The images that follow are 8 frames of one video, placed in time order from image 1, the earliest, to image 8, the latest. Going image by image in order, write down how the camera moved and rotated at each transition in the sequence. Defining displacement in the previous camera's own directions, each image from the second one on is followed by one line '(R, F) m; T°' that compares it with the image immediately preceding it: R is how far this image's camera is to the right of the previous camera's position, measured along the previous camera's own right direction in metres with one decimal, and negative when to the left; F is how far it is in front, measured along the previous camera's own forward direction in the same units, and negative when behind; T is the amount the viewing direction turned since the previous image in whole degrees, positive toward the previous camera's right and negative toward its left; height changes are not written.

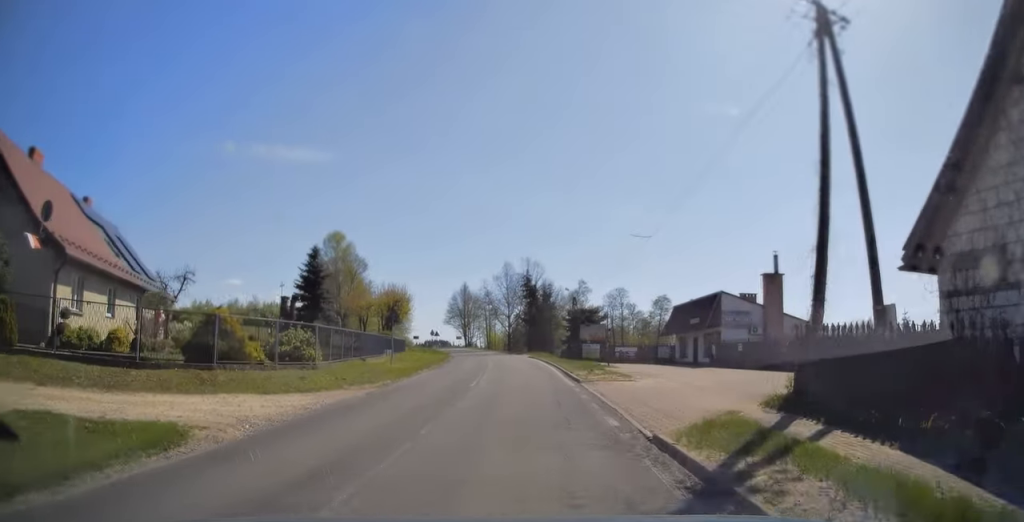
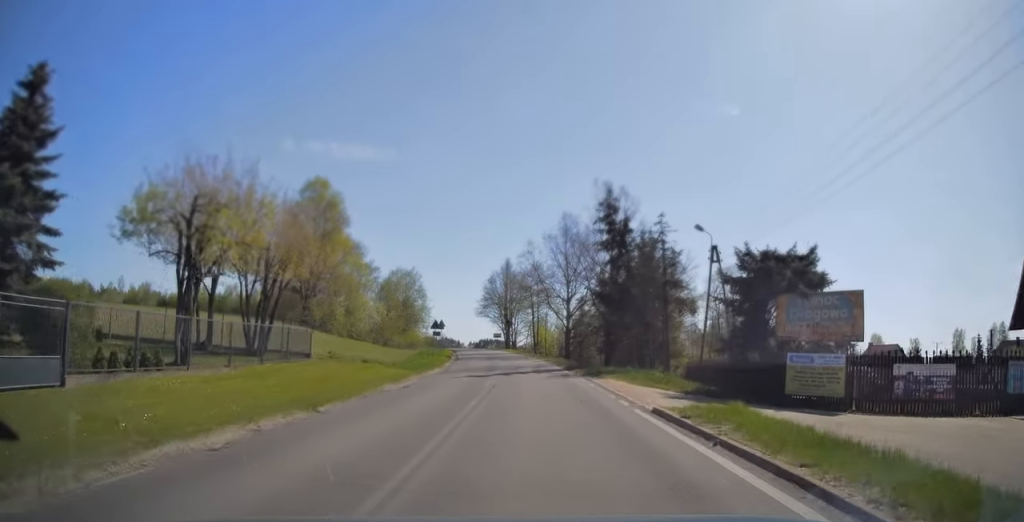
(-2.0, +37.2) m; -6°
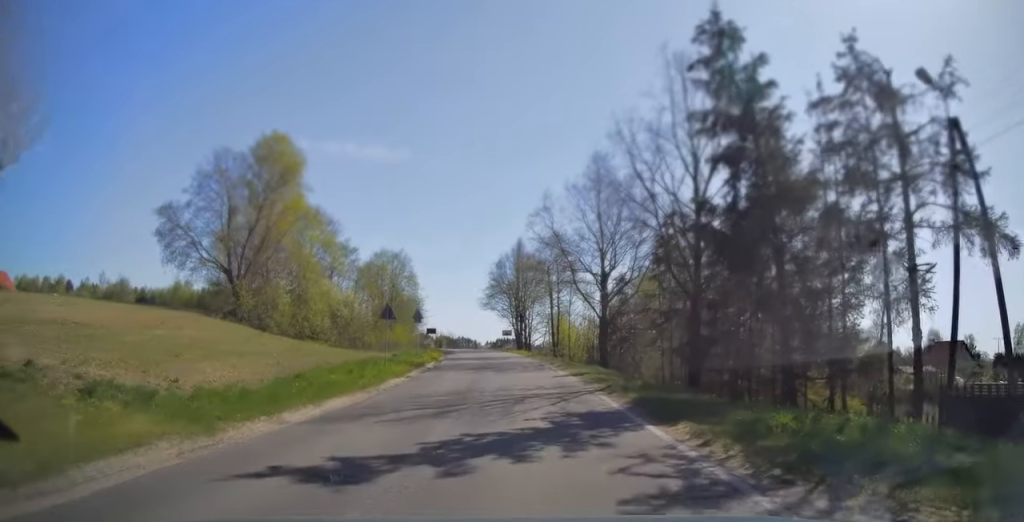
(-0.3, +18.4) m; -2°
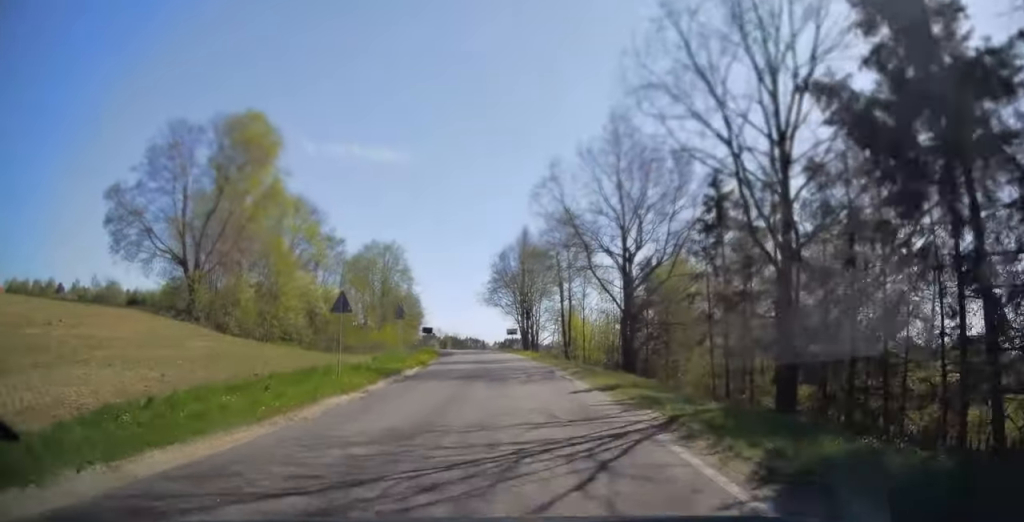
(0.0, +7.3) m; -1°
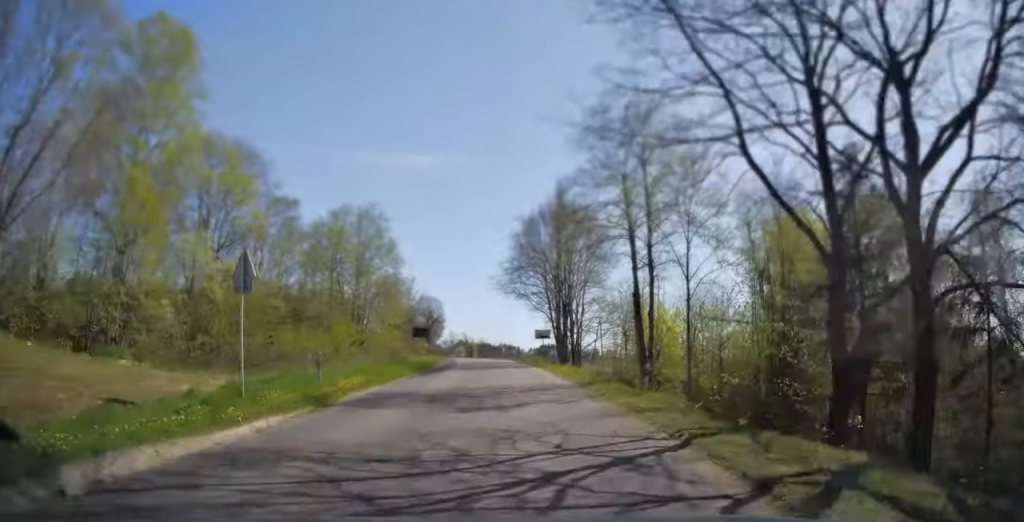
(-0.6, +20.8) m; -3°
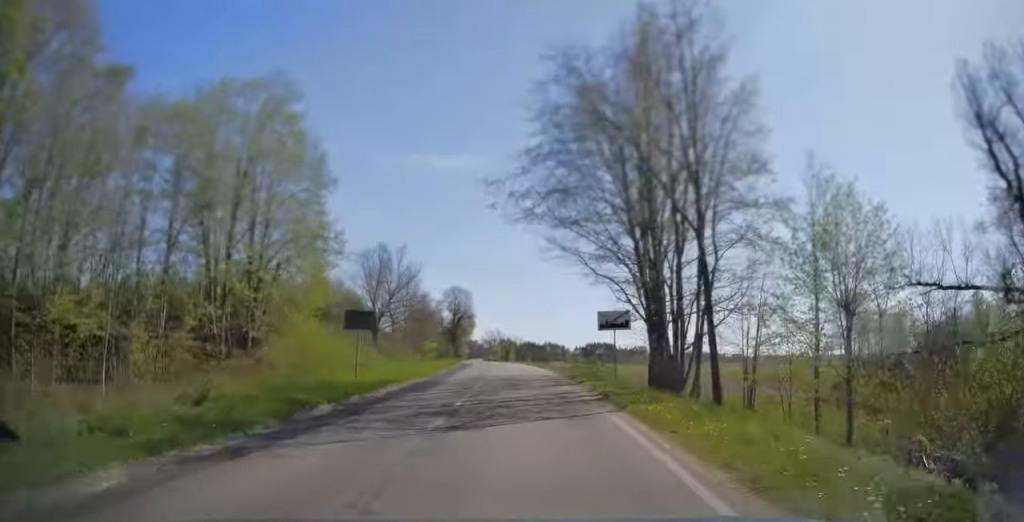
(-0.9, +24.9) m; -4°
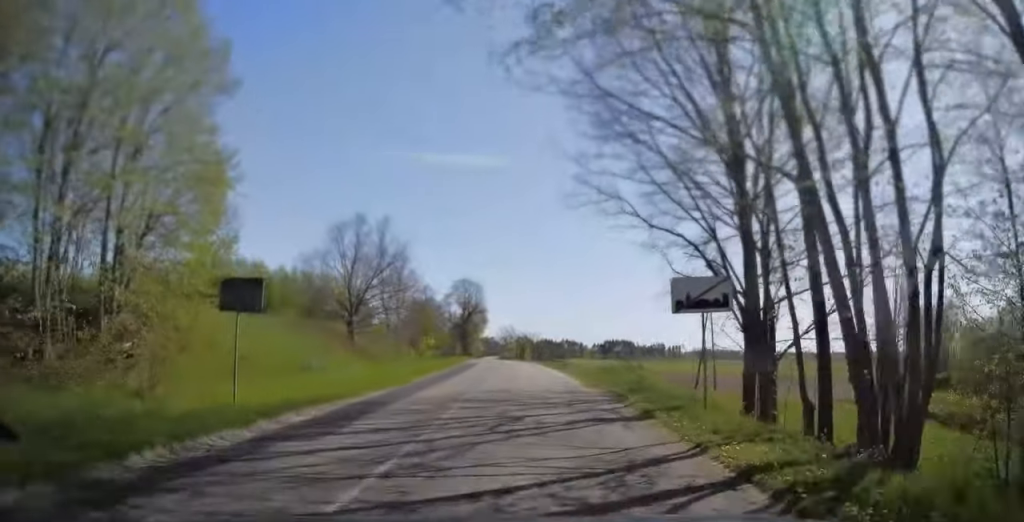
(-0.1, +10.4) m; -1°
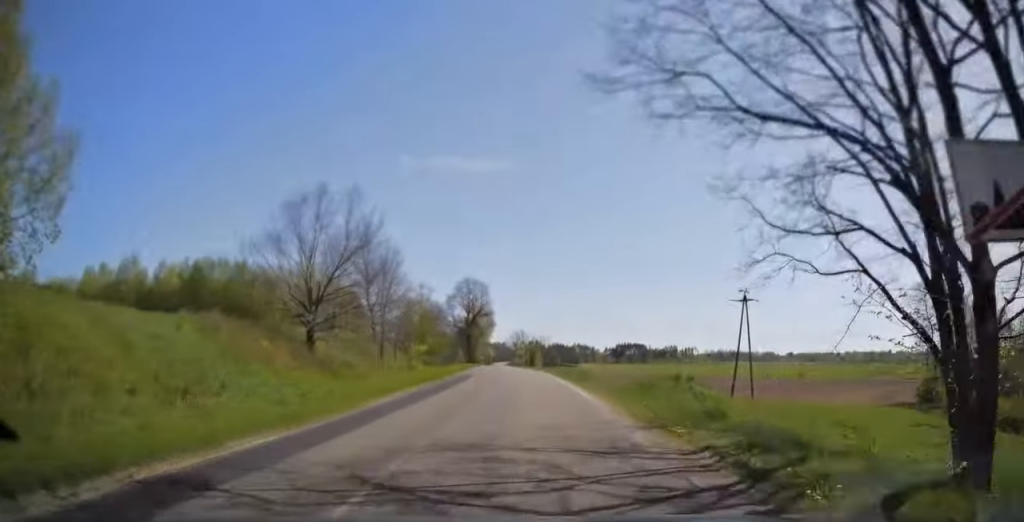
(-0.1, +8.5) m; -1°
